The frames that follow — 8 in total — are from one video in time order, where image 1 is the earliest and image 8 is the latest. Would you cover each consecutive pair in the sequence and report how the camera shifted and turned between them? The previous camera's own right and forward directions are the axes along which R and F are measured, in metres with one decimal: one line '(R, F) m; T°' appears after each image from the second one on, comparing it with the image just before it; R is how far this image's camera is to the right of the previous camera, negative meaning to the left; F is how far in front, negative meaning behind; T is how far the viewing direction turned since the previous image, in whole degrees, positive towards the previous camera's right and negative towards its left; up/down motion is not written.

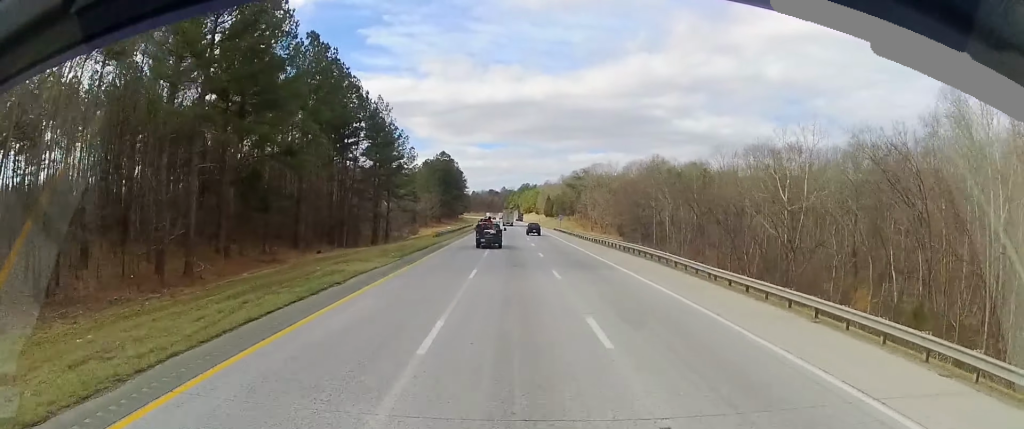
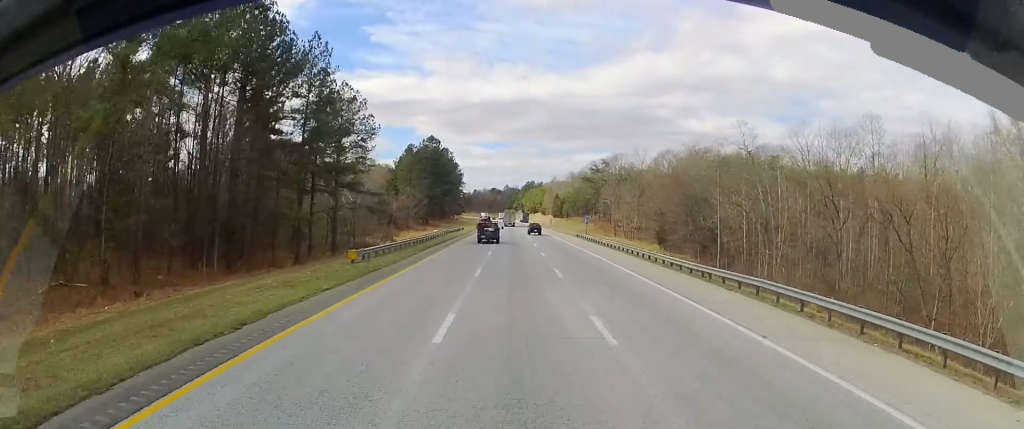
(0.0, +35.6) m; 0°
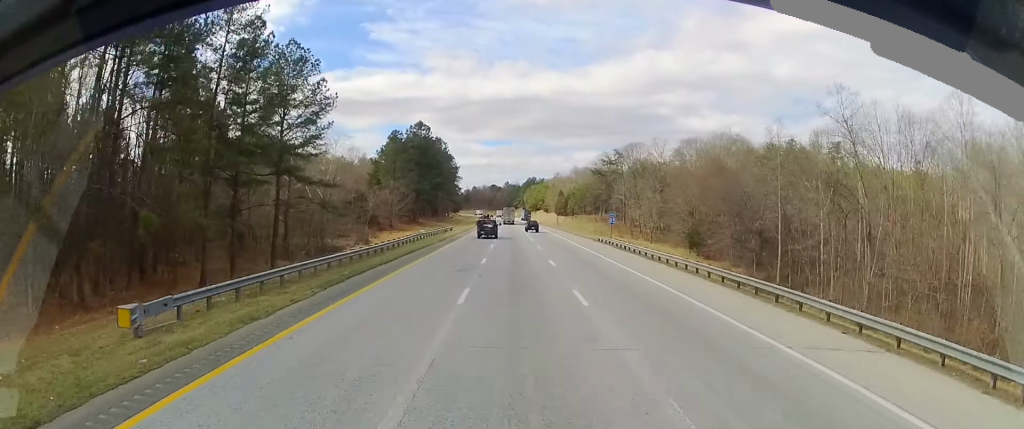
(0.0, +19.9) m; 0°
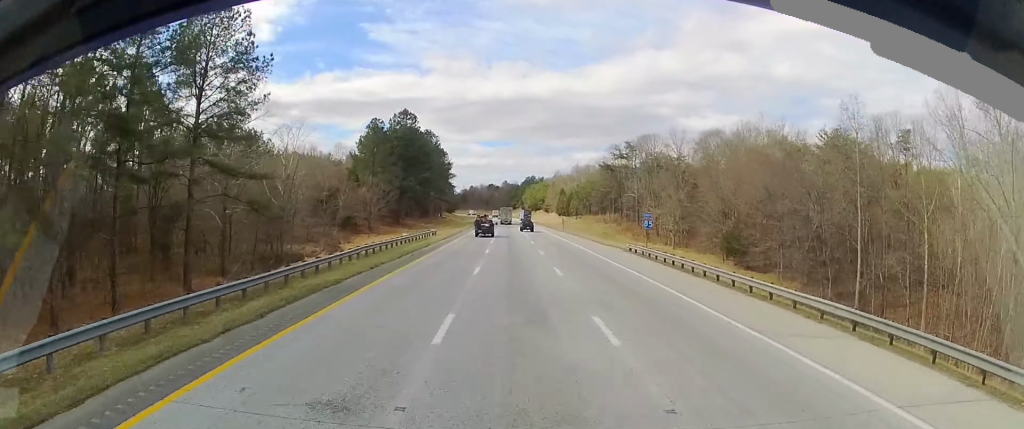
(0.0, +16.8) m; 0°
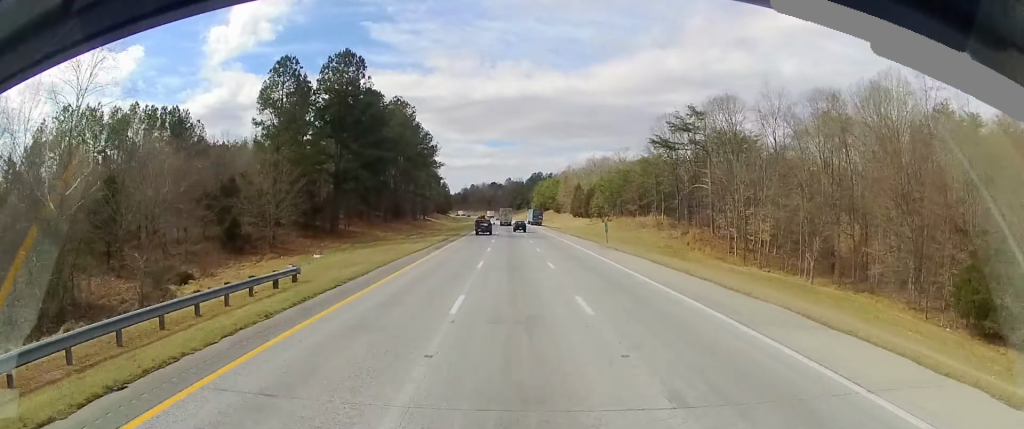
(0.0, +44.9) m; 0°
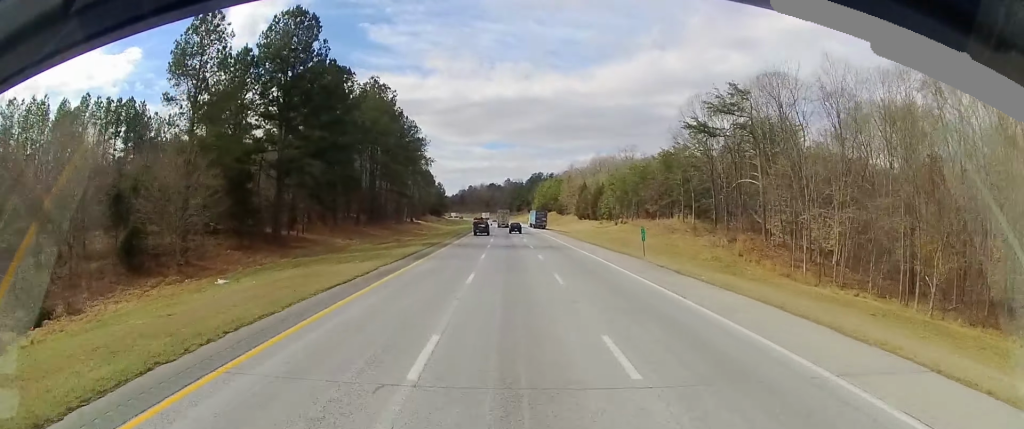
(0.0, +17.7) m; 0°
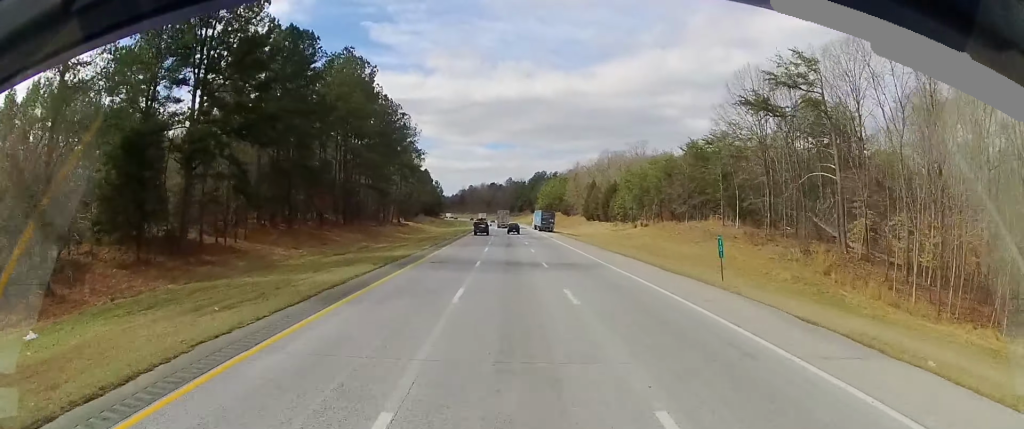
(0.0, +16.6) m; 0°
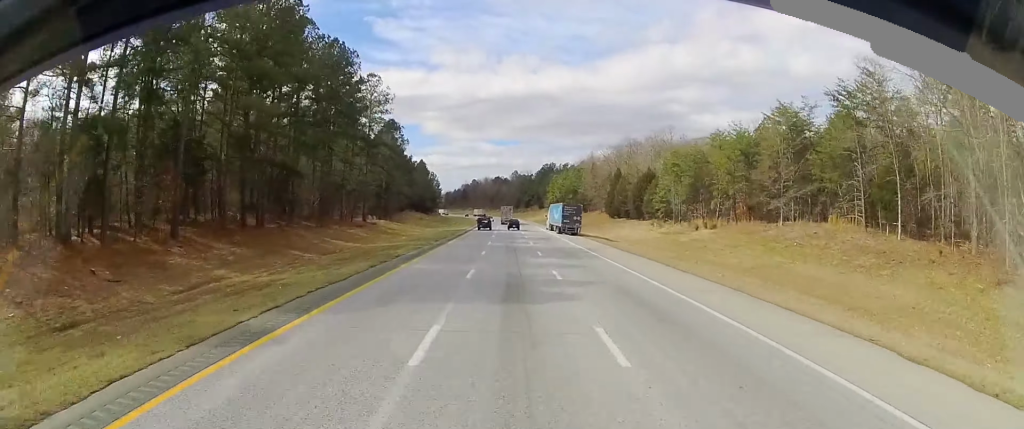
(0.0, +31.5) m; -1°
